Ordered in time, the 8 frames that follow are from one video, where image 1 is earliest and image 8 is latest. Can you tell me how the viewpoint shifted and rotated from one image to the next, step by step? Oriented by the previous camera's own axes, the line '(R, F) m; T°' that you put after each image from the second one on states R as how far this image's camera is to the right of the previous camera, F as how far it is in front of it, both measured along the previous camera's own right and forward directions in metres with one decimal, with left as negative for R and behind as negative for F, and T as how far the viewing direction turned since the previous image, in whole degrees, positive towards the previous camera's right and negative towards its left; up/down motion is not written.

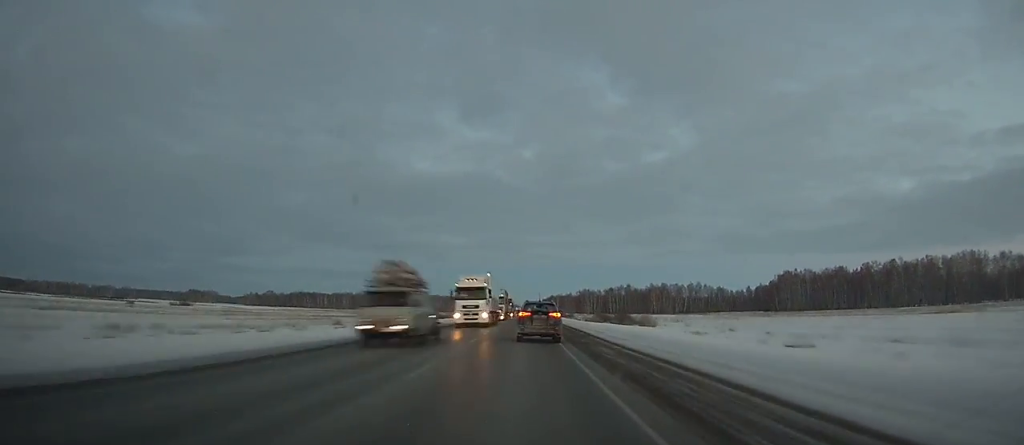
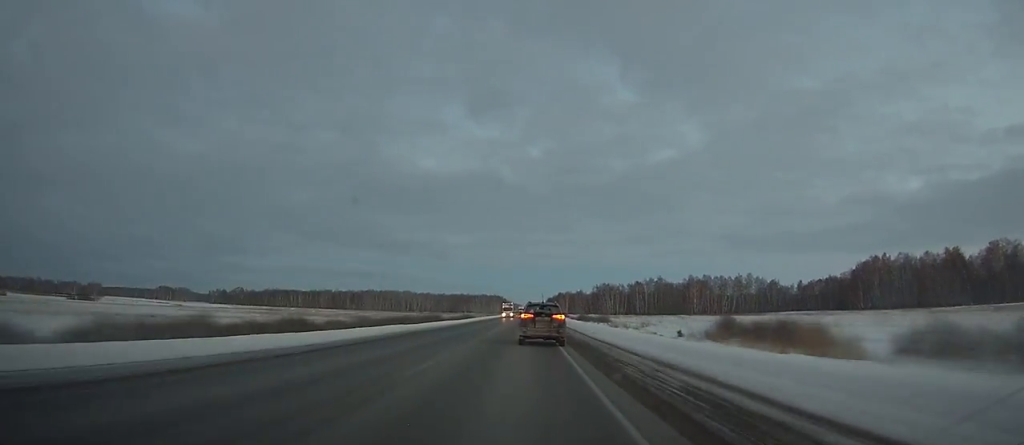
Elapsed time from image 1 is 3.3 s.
(0.0, +93.8) m; 0°
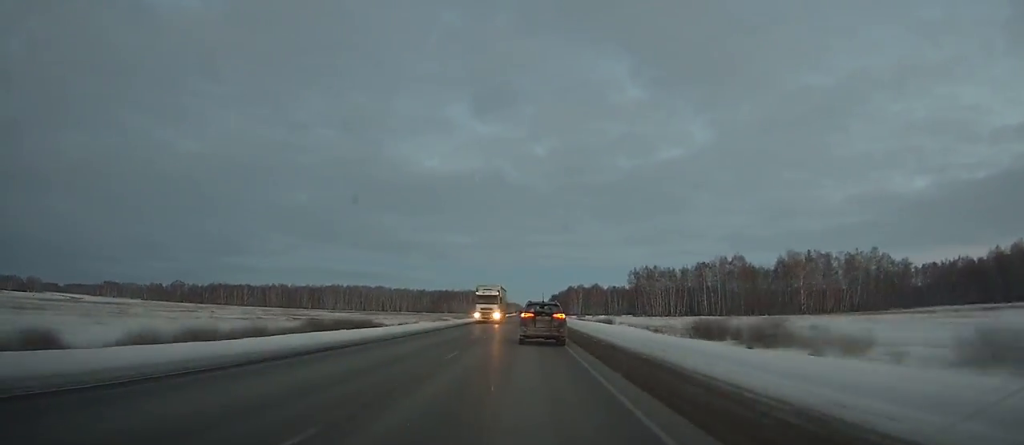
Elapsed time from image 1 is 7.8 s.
(-0.2, +127.2) m; 0°
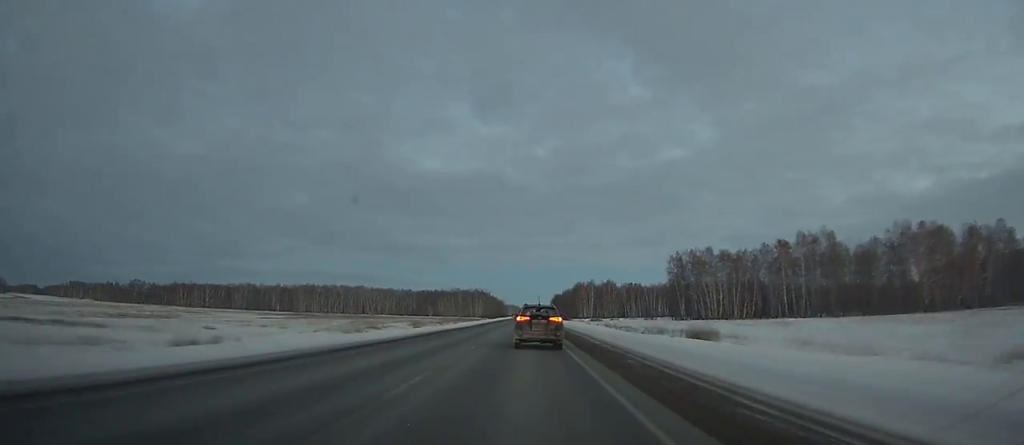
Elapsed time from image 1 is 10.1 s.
(+0.1, +64.8) m; 0°
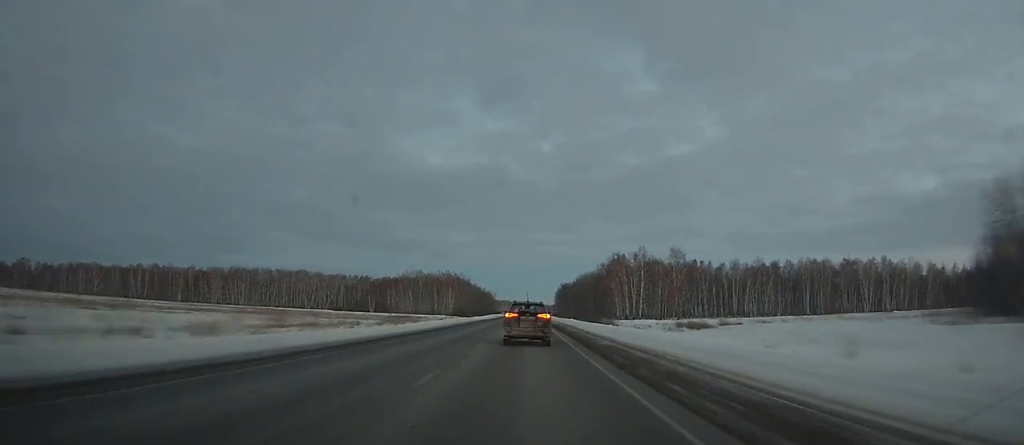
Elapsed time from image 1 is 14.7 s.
(+0.3, +128.8) m; 0°
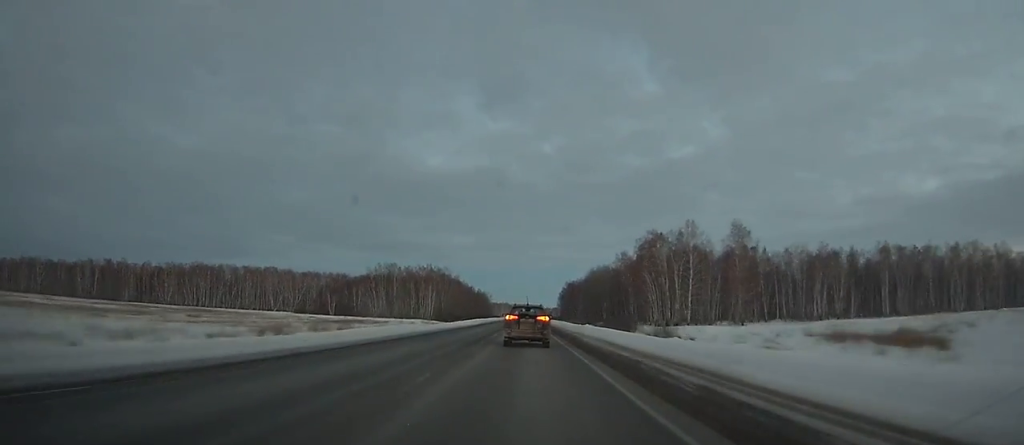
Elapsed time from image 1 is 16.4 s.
(+0.1, +47.4) m; 0°
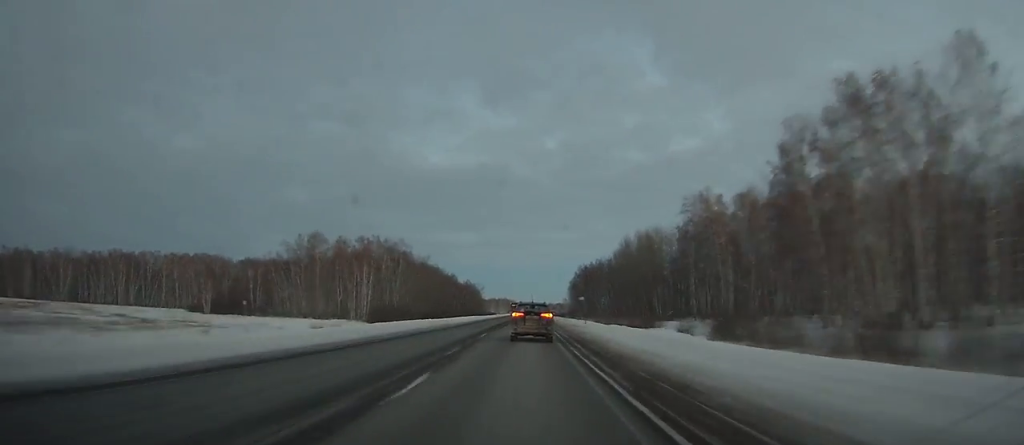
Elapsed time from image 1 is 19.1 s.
(0.0, +75.2) m; 0°
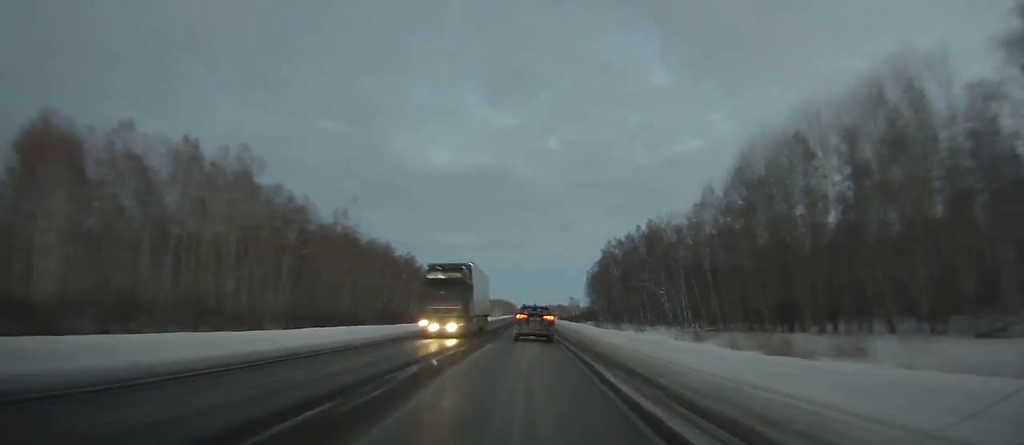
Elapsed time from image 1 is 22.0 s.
(-0.2, +80.9) m; 0°
